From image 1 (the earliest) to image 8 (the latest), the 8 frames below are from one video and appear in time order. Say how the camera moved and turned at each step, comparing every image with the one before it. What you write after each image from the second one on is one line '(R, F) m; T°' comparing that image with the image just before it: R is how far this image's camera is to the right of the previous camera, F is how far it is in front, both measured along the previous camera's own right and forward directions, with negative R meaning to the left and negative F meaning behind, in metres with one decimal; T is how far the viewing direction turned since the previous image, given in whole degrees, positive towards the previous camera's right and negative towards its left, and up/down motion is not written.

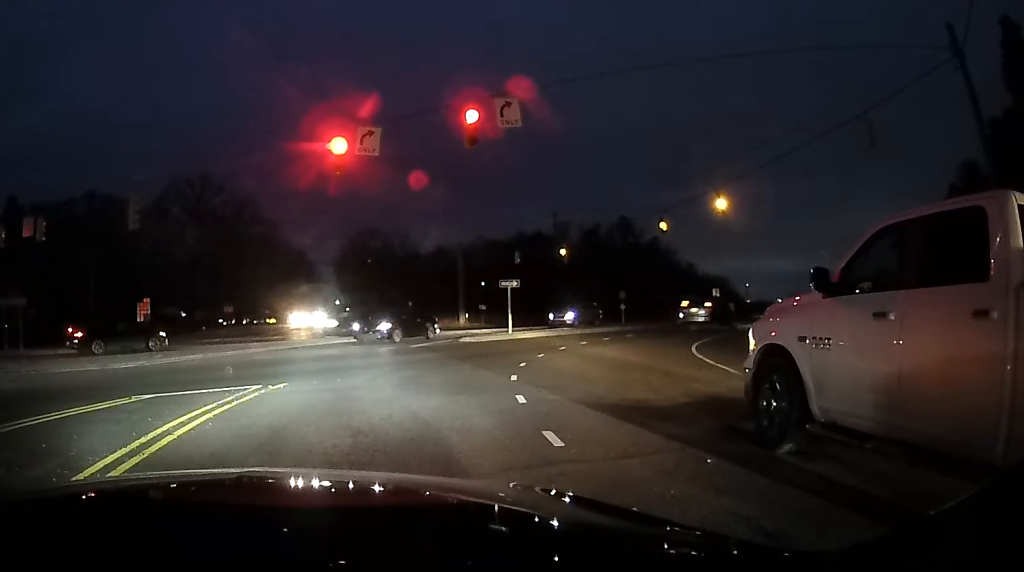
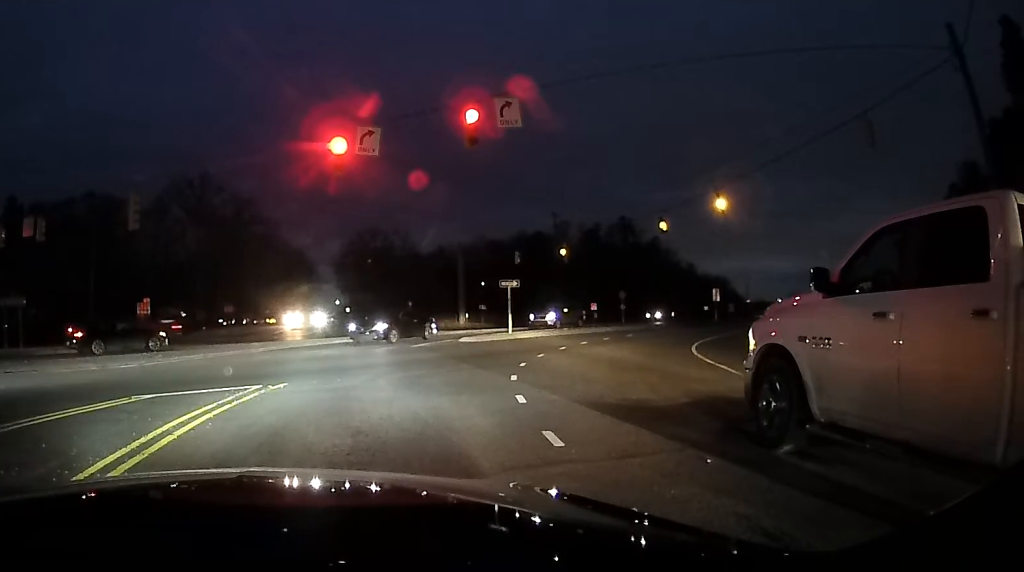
(-0.1, +0.2) m; 0°
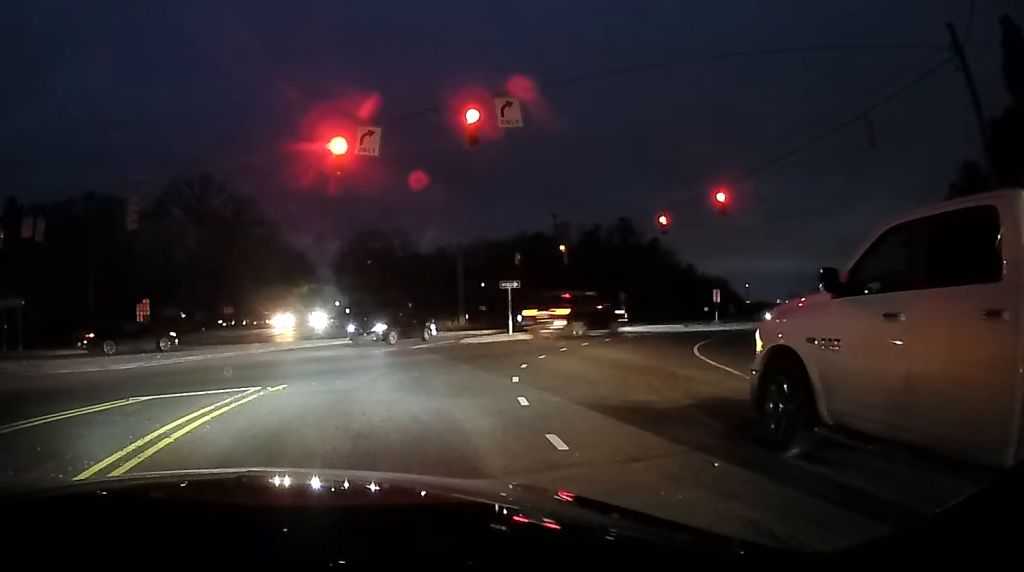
(-0.1, +0.3) m; 0°
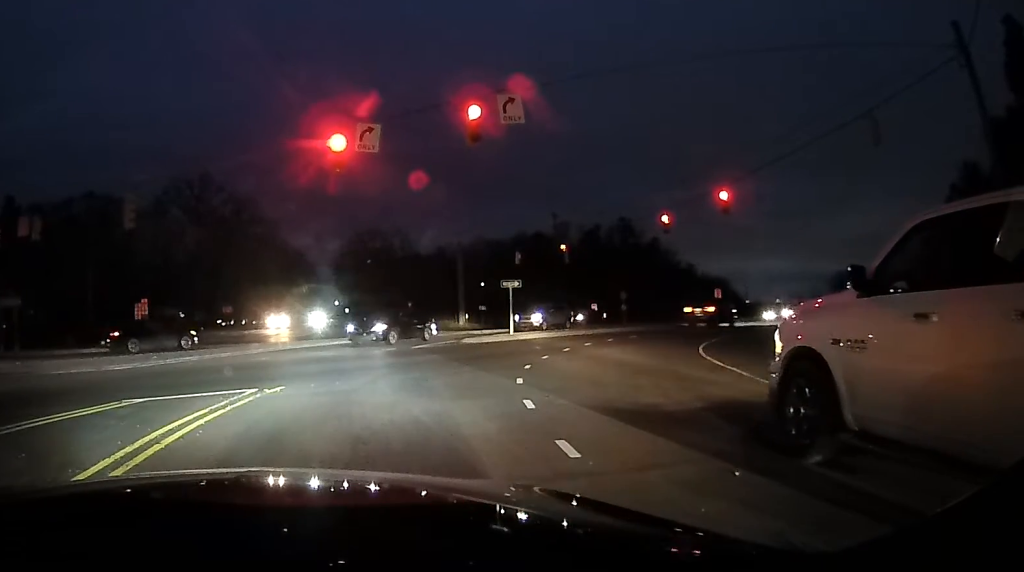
(0.0, 0.0) m; 0°
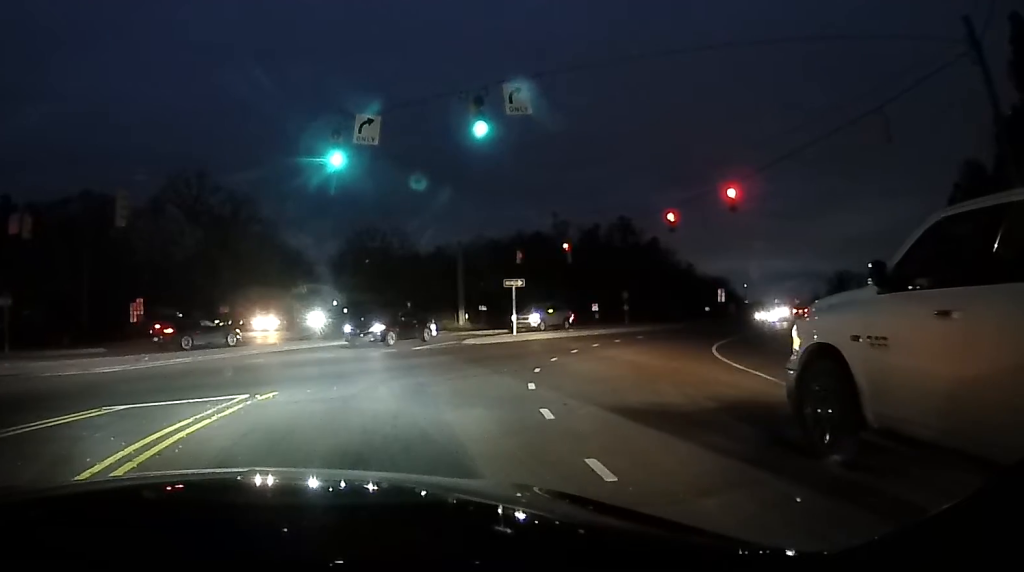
(-0.1, +0.3) m; 0°
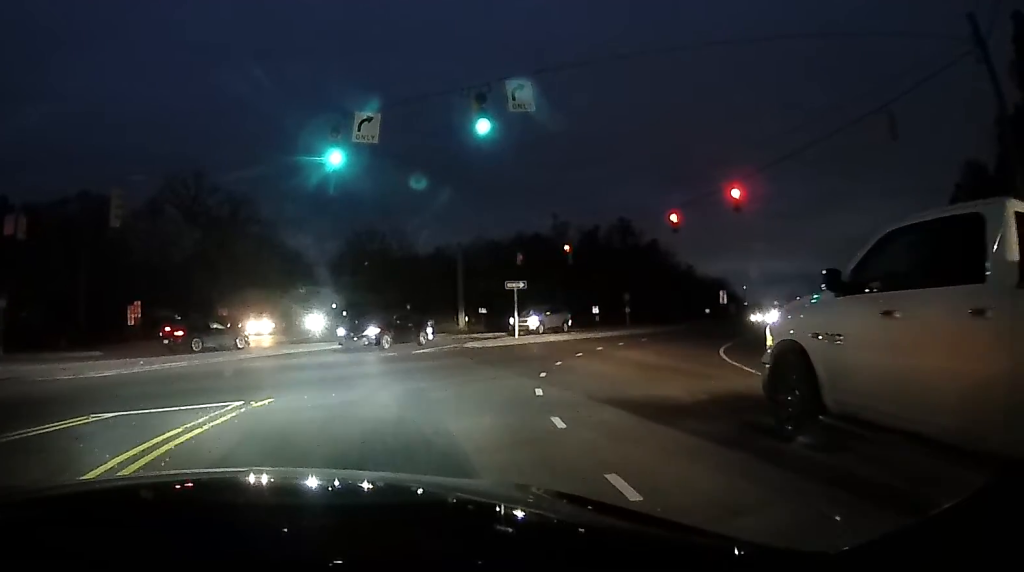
(0.0, +0.2) m; 0°
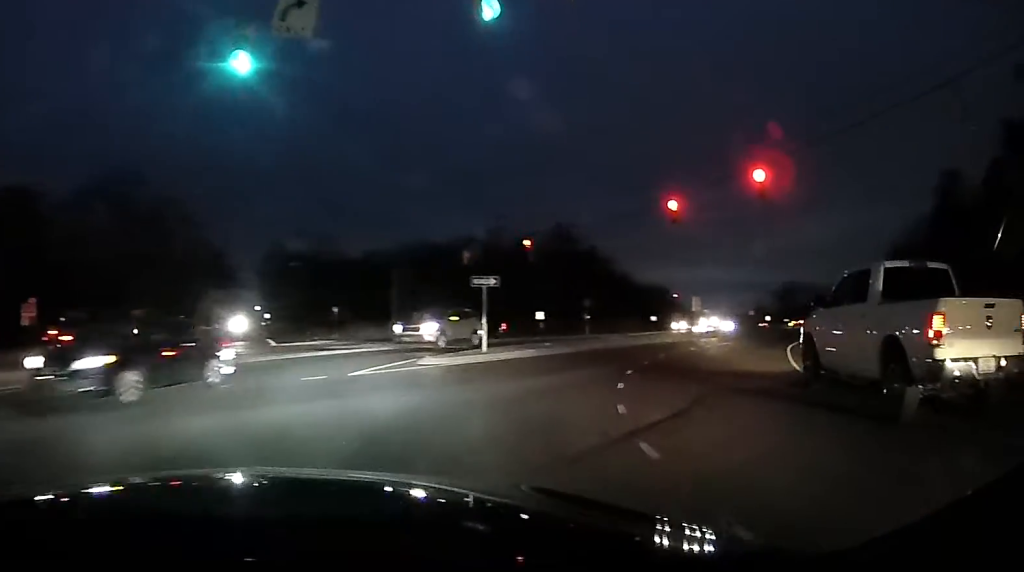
(0.0, +3.3) m; +4°
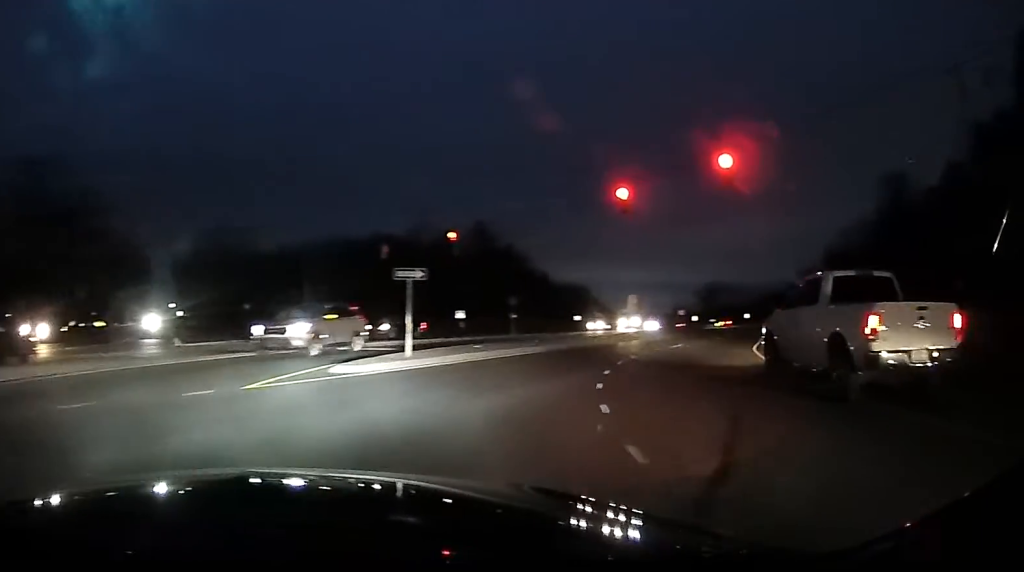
(-0.1, +1.7) m; +5°
